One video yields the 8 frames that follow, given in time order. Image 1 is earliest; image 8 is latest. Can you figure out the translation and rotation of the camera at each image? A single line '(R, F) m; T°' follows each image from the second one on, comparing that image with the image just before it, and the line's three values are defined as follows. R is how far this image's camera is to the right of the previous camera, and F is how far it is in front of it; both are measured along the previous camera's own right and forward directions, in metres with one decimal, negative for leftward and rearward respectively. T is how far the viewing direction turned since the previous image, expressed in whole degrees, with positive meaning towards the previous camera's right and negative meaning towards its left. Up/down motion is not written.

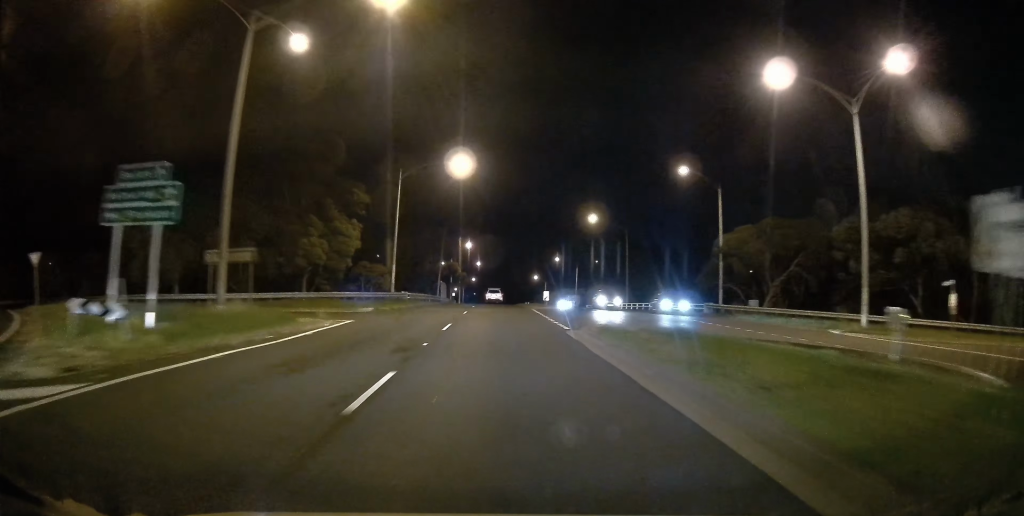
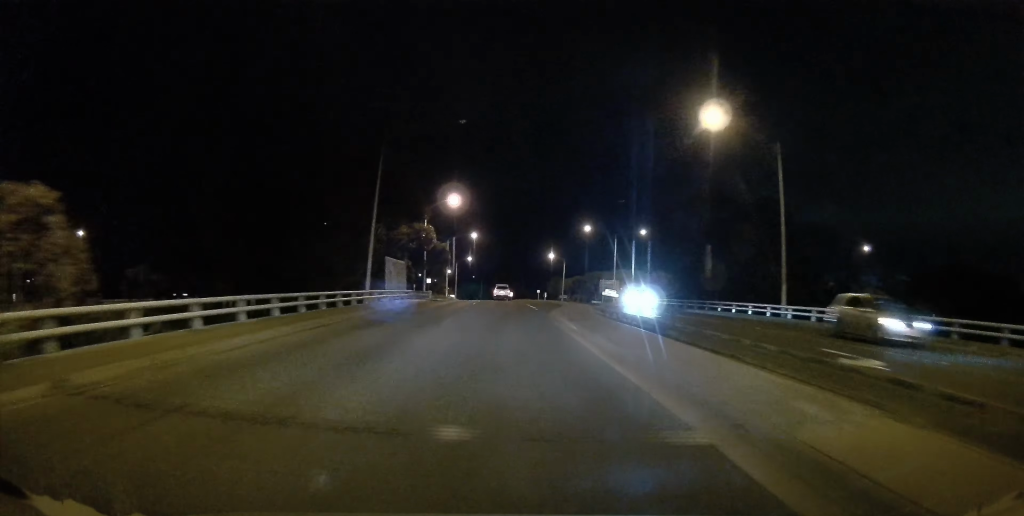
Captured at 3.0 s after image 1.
(+1.7, +51.4) m; +2°
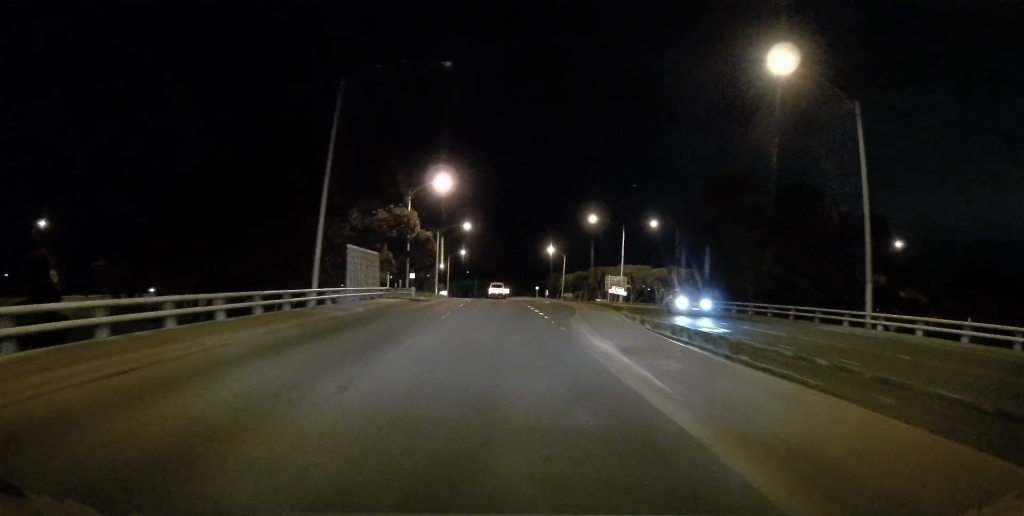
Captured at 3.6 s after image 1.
(0.0, +10.3) m; 0°
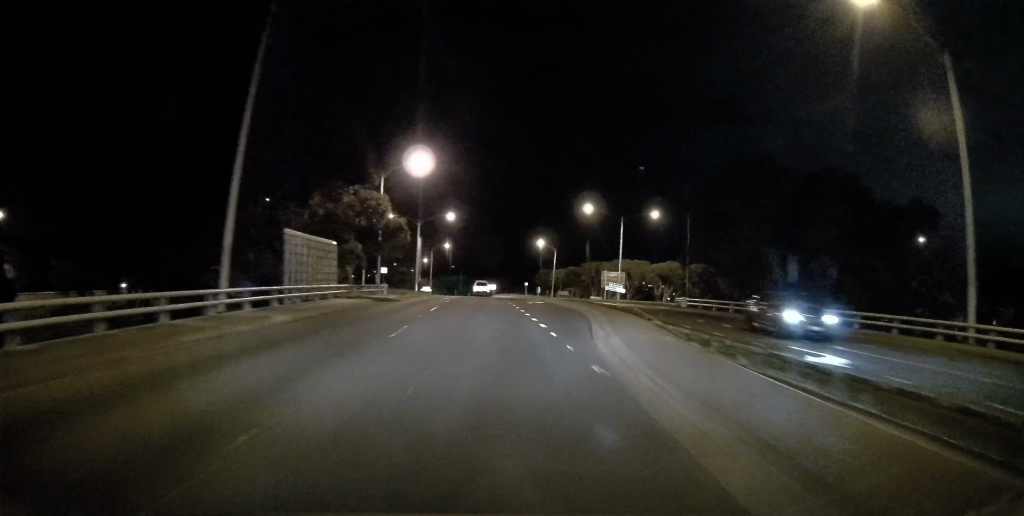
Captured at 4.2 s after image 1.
(+0.4, +8.6) m; -1°
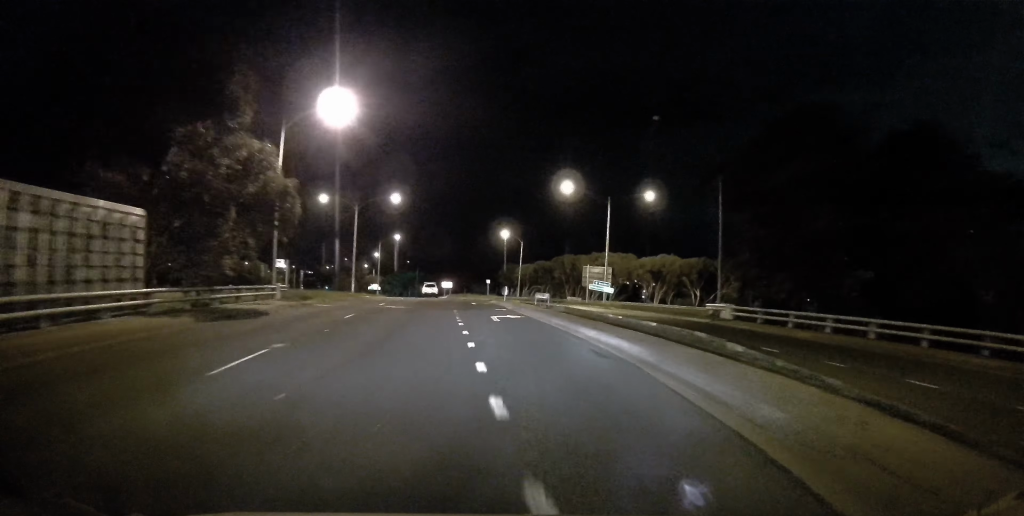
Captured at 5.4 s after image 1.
(-1.0, +17.8) m; -4°
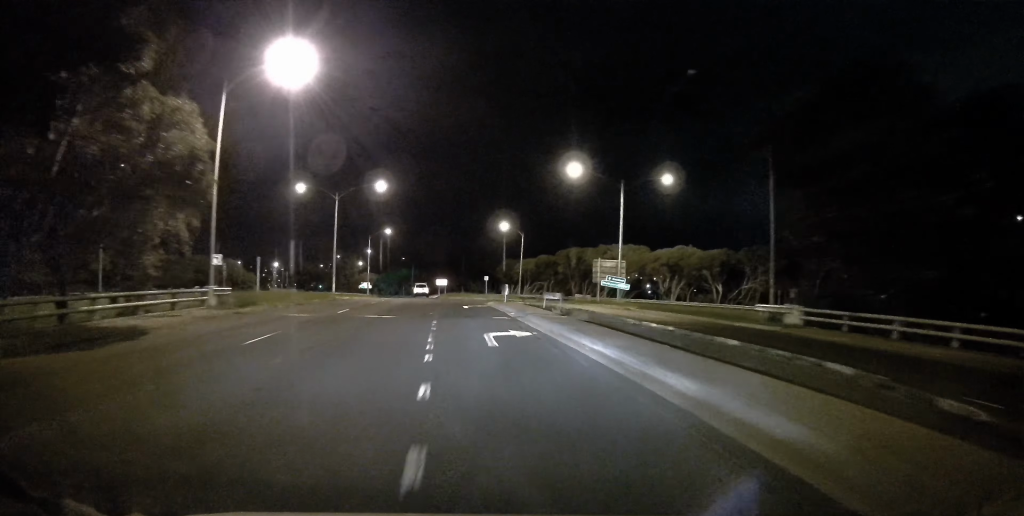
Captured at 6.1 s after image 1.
(0.0, +8.4) m; 0°
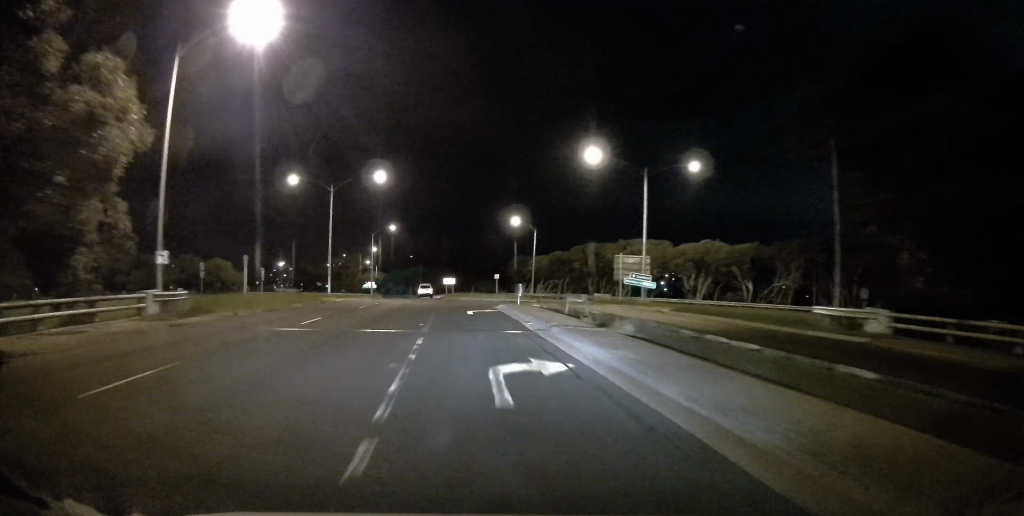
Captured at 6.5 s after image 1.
(0.0, +6.0) m; 0°
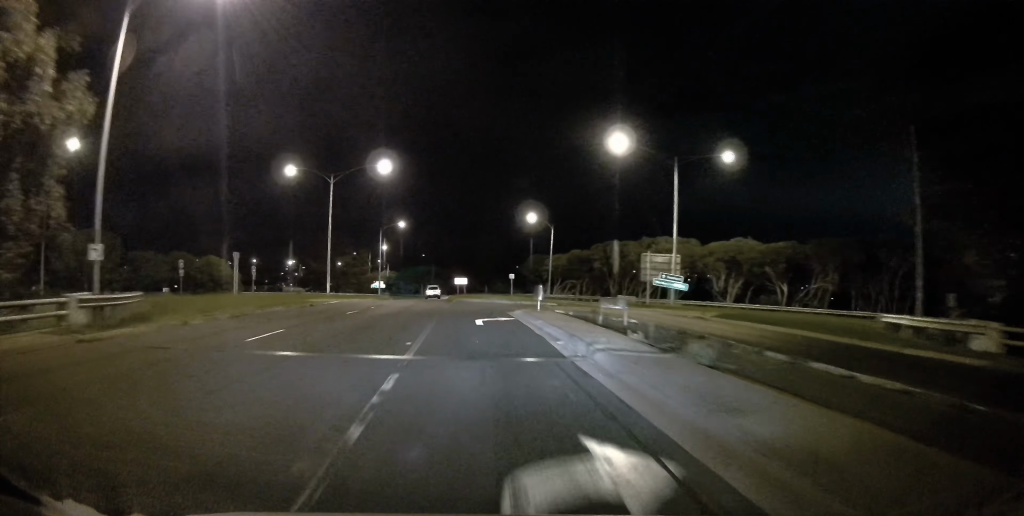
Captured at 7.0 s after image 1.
(+0.1, +5.1) m; 0°
